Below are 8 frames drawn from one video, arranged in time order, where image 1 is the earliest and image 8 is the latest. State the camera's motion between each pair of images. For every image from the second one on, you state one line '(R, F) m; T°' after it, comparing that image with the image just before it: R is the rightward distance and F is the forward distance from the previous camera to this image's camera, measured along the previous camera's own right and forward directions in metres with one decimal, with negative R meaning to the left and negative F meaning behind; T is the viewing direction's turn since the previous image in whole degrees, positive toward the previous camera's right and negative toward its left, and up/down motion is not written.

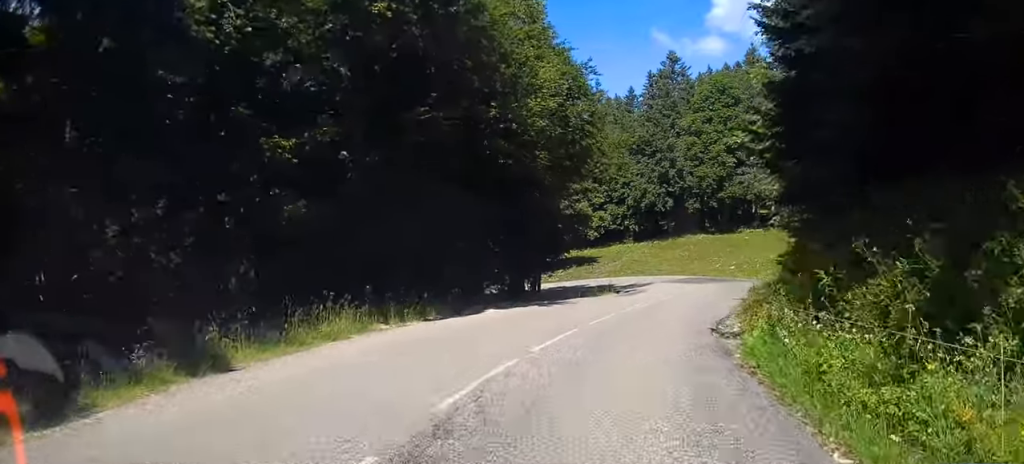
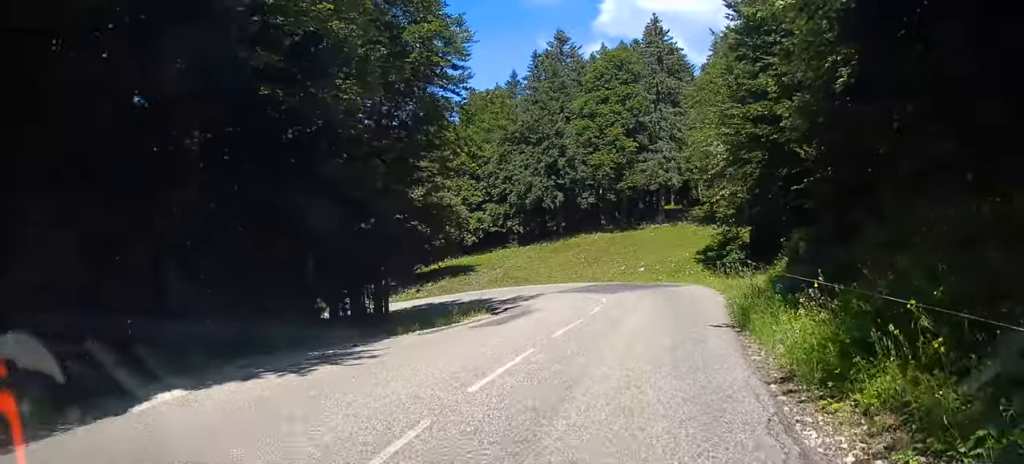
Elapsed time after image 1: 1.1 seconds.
(+1.0, +12.0) m; +7°
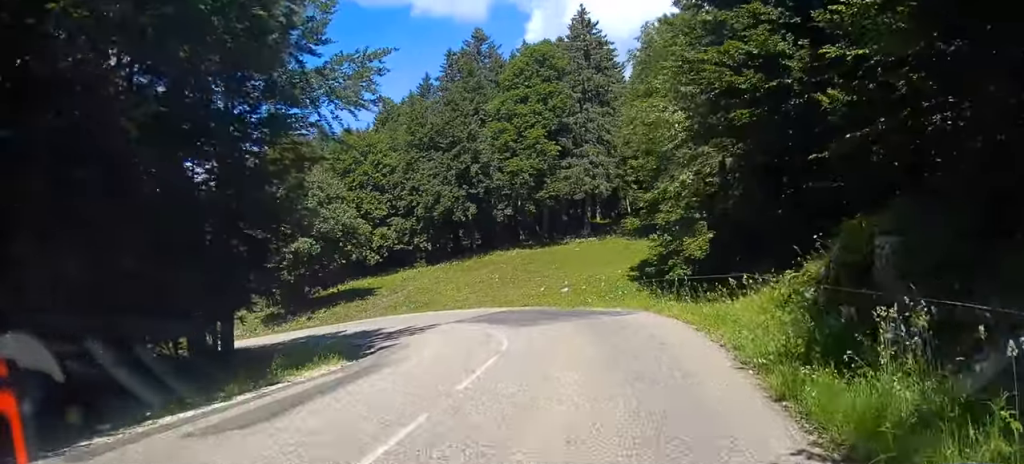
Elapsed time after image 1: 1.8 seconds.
(+0.2, +8.2) m; 0°
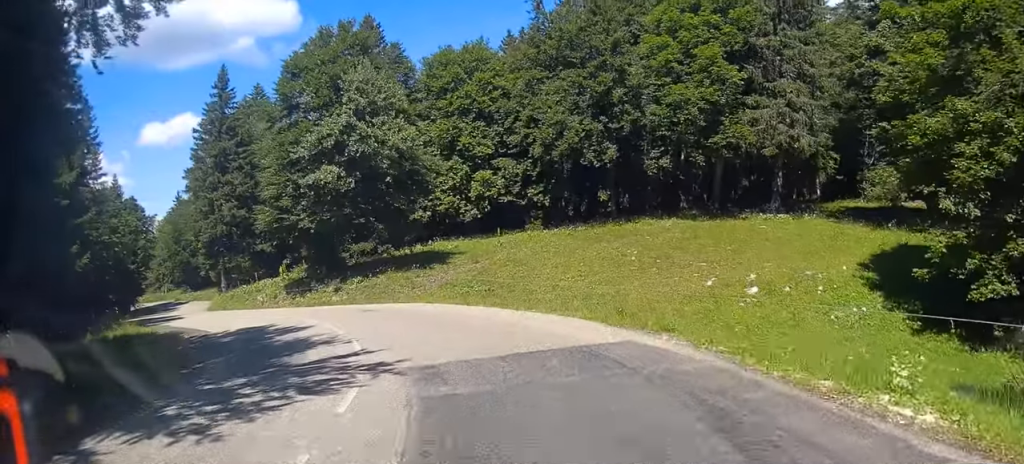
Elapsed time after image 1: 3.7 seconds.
(-1.8, +19.9) m; -11°
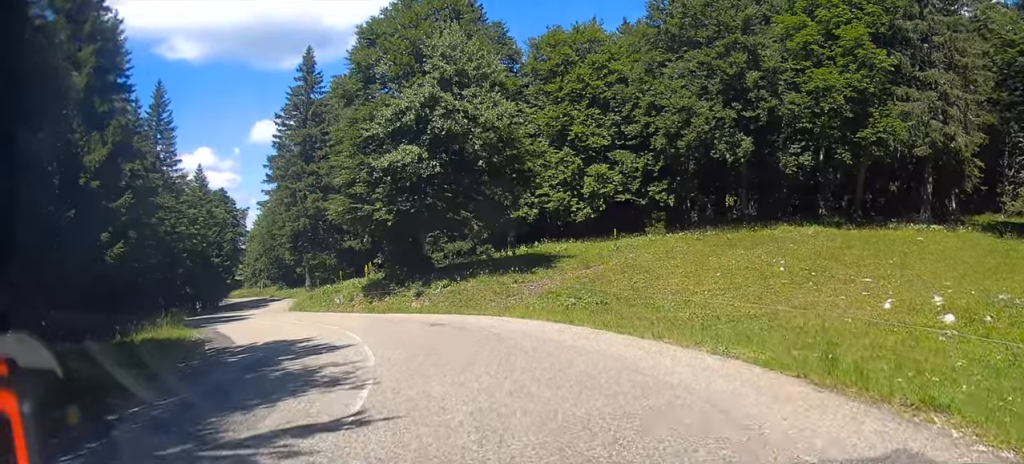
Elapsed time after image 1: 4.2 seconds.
(-0.1, +5.9) m; -3°
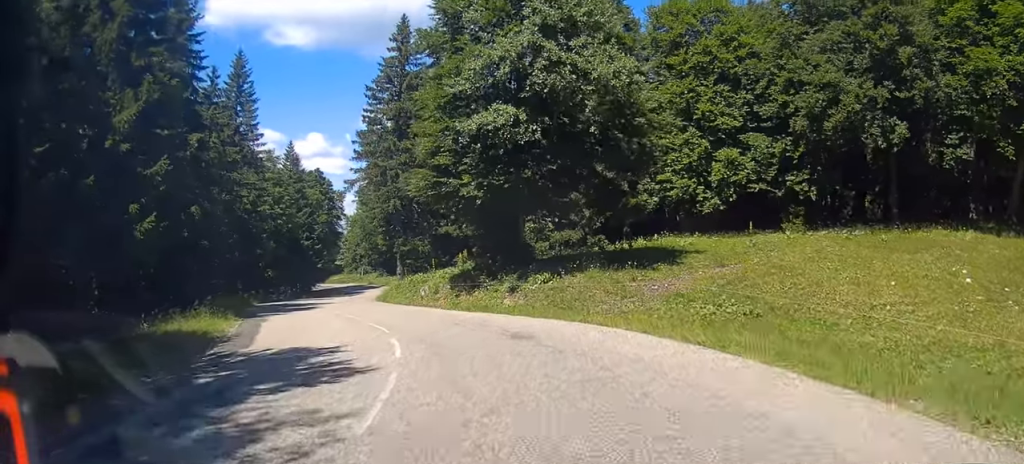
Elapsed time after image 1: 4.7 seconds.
(-0.2, +5.3) m; -8°
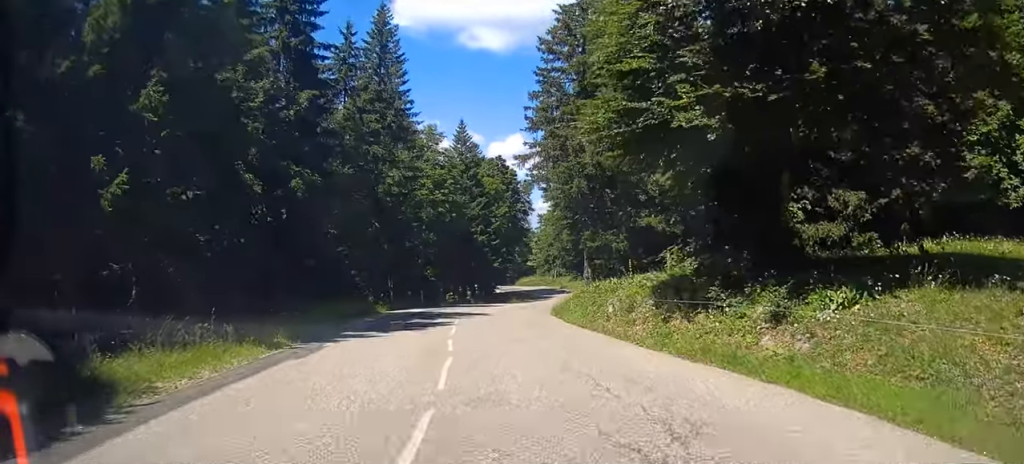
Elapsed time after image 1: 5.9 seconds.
(-1.9, +11.0) m; -21°
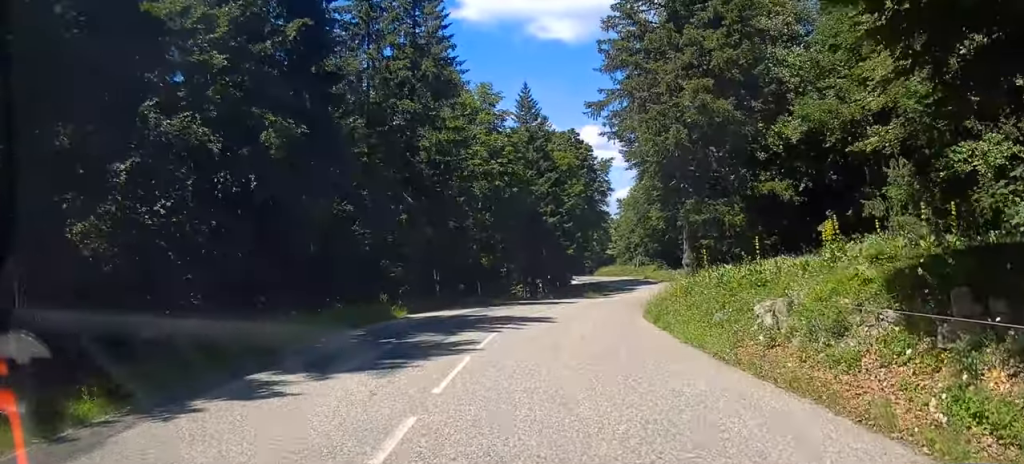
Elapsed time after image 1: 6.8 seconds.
(-1.6, +9.8) m; -9°
